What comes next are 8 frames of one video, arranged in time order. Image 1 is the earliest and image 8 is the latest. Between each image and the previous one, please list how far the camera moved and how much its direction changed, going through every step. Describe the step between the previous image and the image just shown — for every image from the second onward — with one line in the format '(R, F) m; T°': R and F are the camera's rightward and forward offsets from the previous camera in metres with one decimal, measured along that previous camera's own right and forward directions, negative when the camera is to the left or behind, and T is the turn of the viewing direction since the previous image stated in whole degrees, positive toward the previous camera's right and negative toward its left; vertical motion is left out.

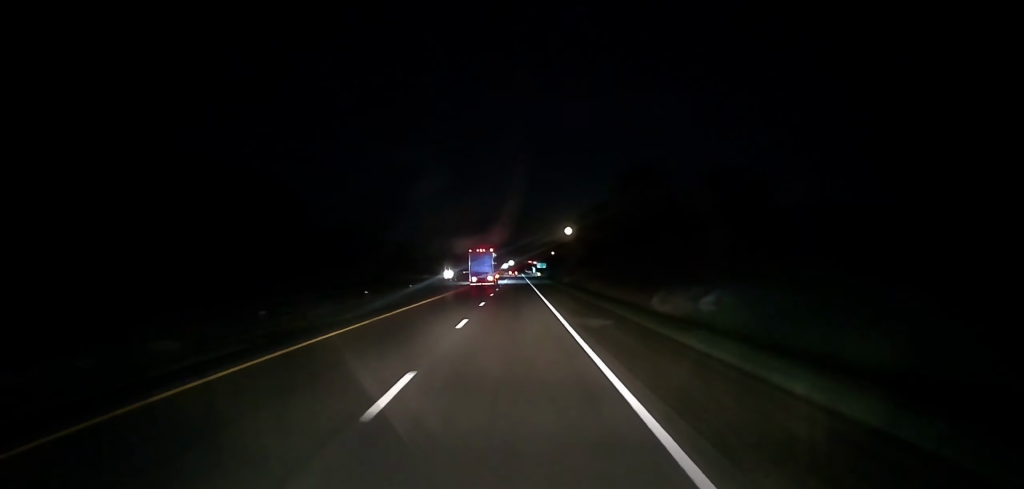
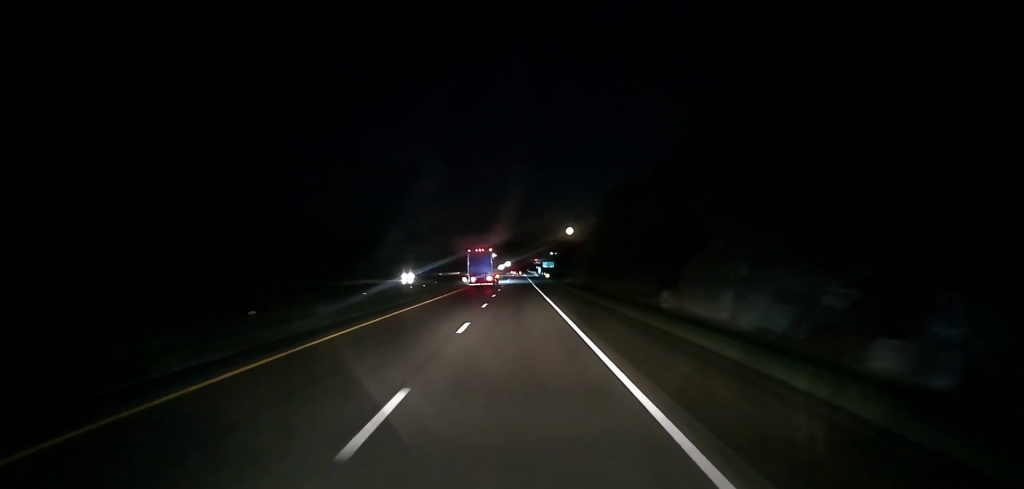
(0.0, +37.6) m; +1°
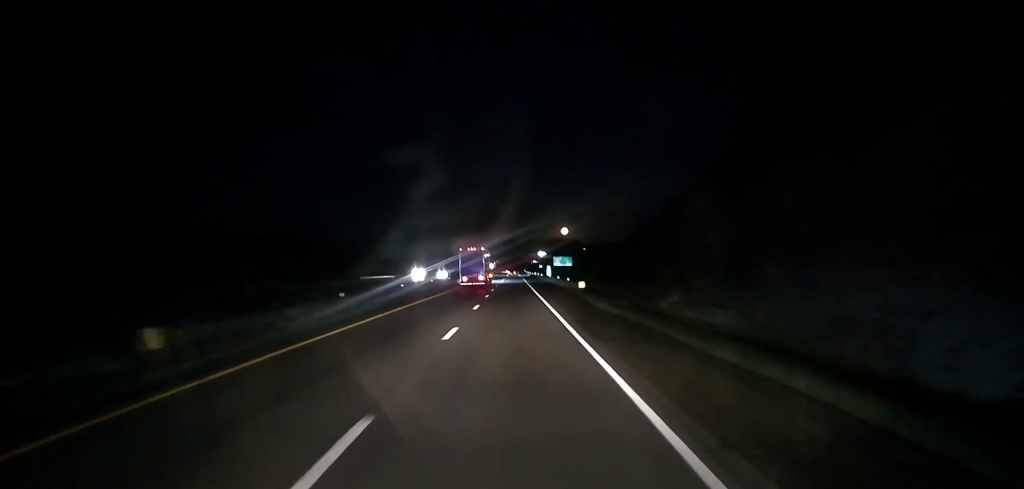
(-0.4, +74.1) m; -1°
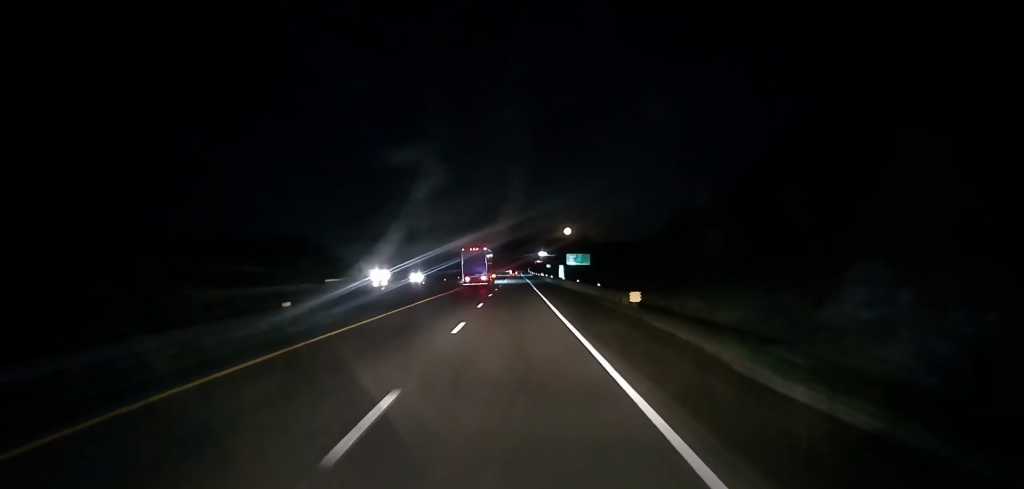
(+0.2, +22.4) m; +1°
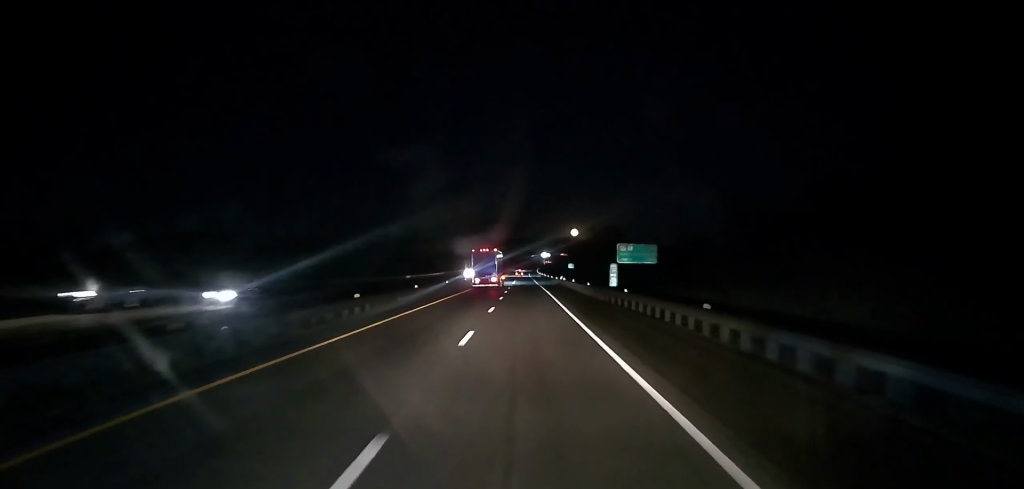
(+0.2, +38.4) m; -1°
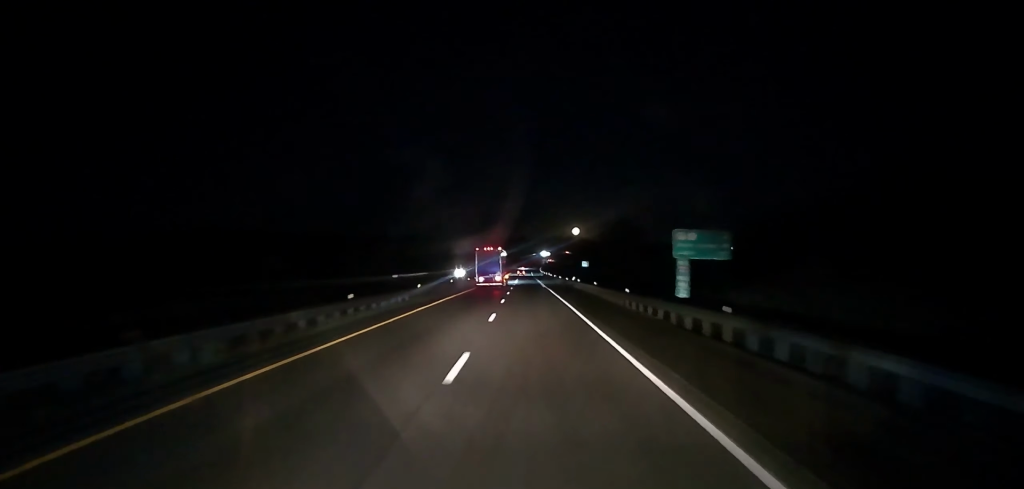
(-0.3, +17.2) m; 0°
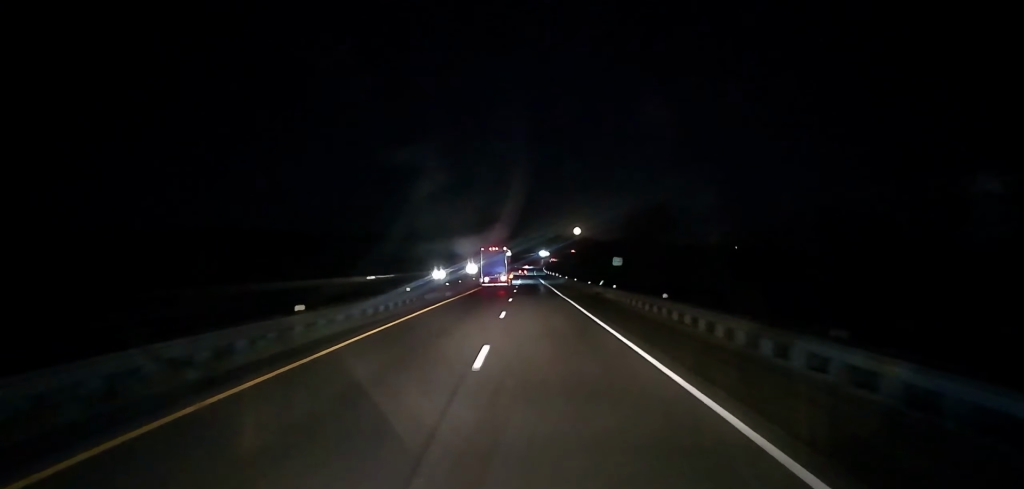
(-0.2, +22.6) m; 0°
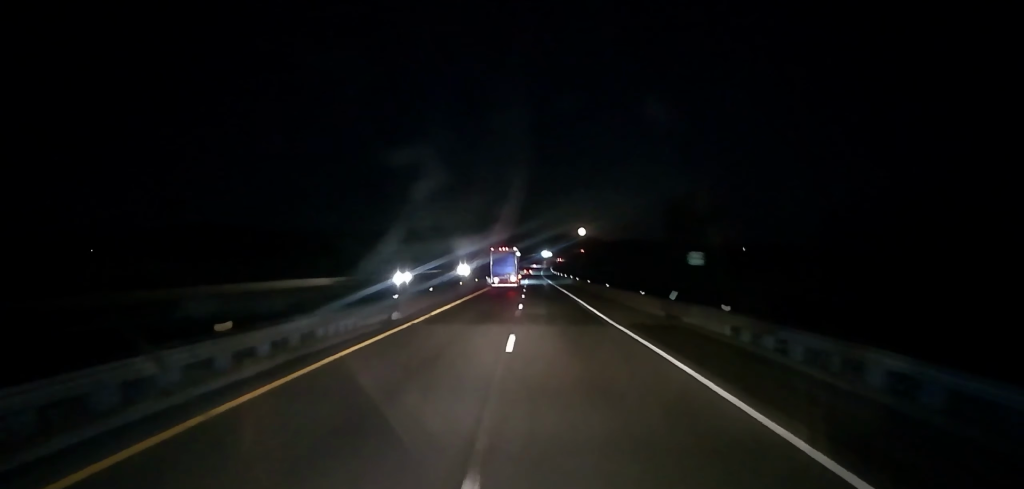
(0.0, +21.5) m; +1°
